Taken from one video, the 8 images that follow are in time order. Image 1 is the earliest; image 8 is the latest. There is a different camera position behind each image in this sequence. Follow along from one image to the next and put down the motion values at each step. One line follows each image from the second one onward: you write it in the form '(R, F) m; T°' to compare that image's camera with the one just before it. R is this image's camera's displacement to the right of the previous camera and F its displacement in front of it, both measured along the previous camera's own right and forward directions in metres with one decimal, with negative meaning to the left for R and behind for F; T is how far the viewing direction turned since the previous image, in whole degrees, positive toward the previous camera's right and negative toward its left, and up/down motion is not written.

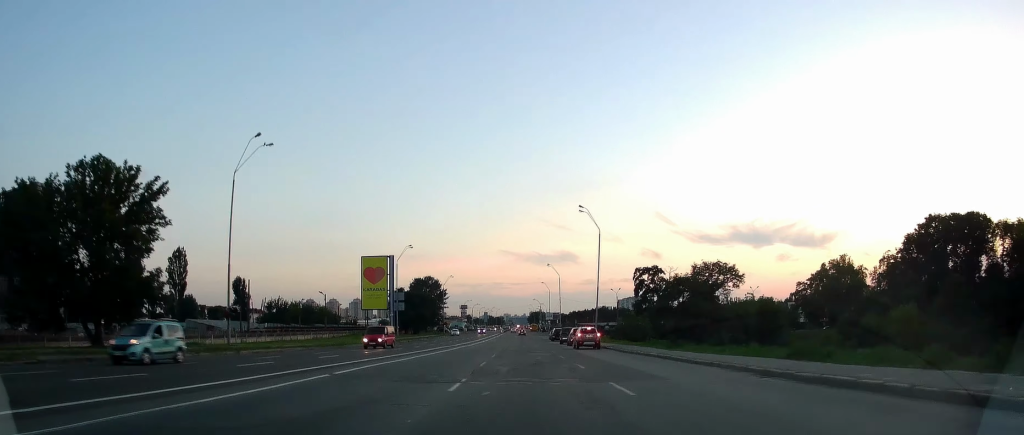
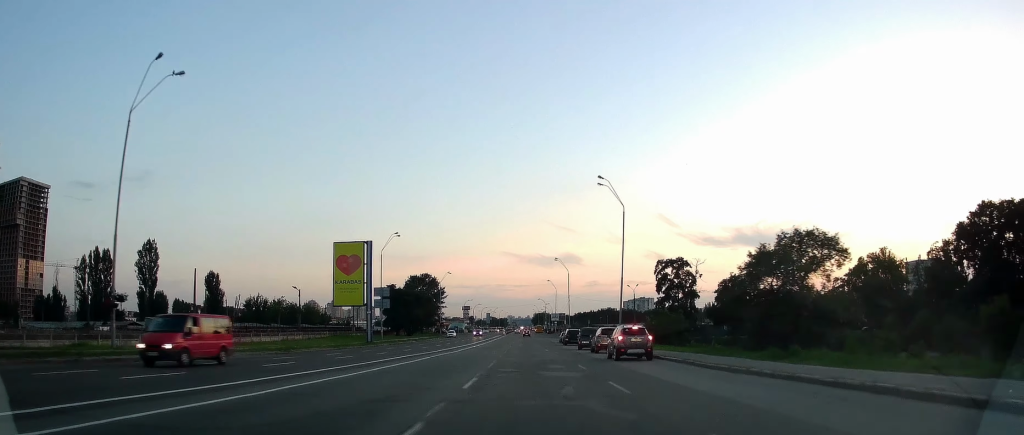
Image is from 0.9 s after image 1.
(-0.1, +16.4) m; 0°
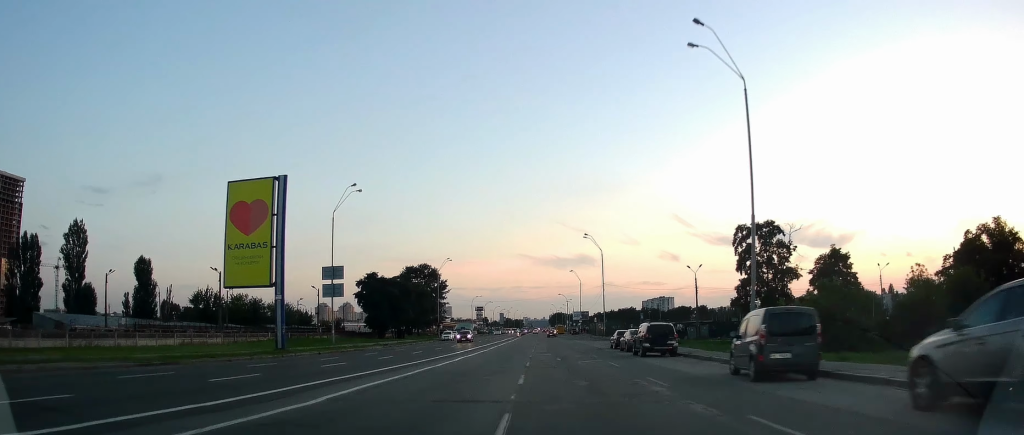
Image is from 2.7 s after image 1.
(-0.2, +33.4) m; 0°
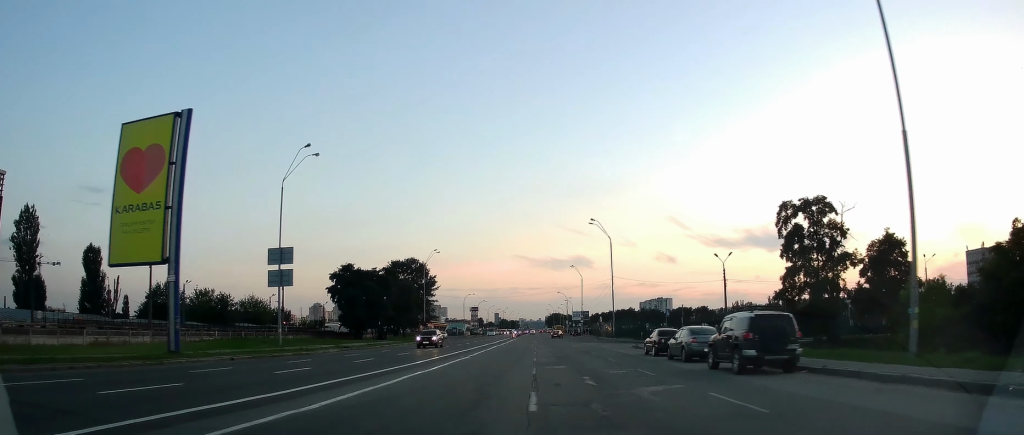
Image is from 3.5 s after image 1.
(-0.1, +15.3) m; 0°
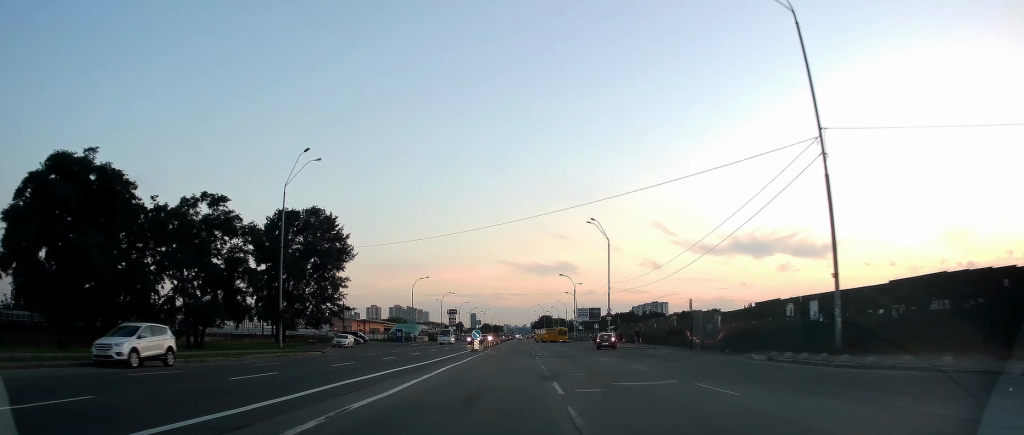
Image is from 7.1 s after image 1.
(+0.6, +67.1) m; 0°
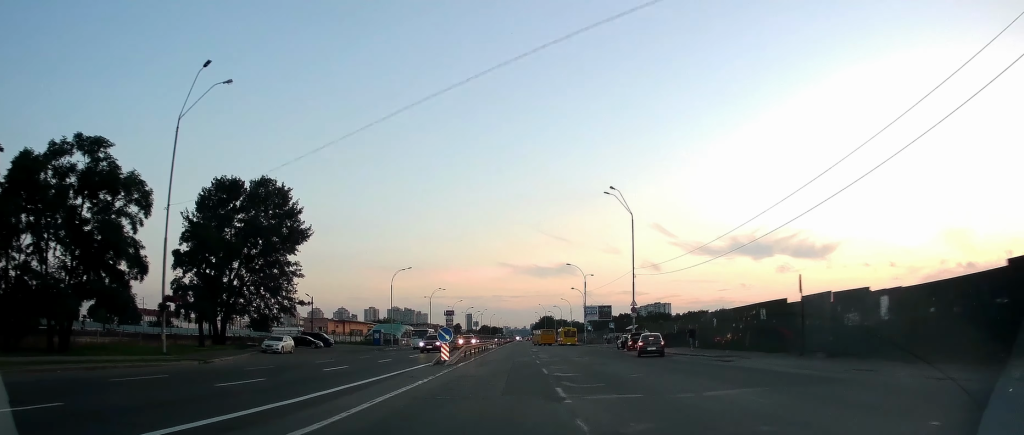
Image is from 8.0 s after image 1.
(-0.1, +18.5) m; 0°
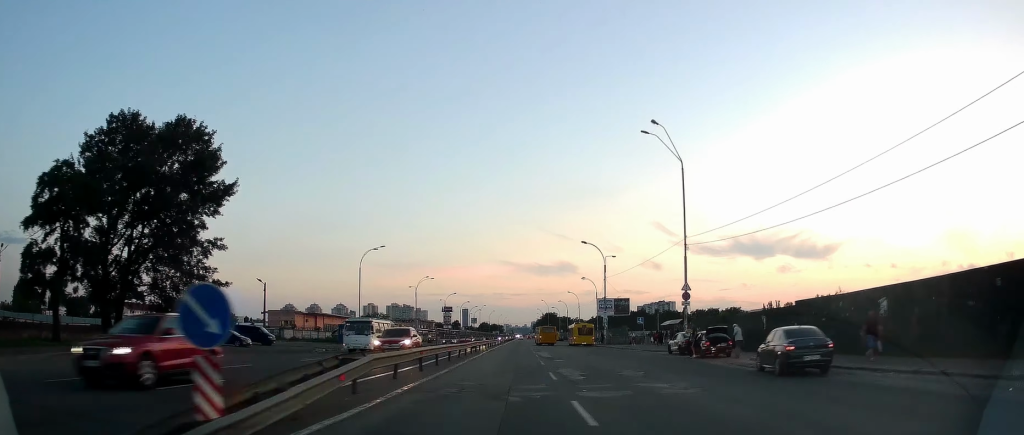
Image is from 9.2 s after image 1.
(+0.1, +22.4) m; 0°
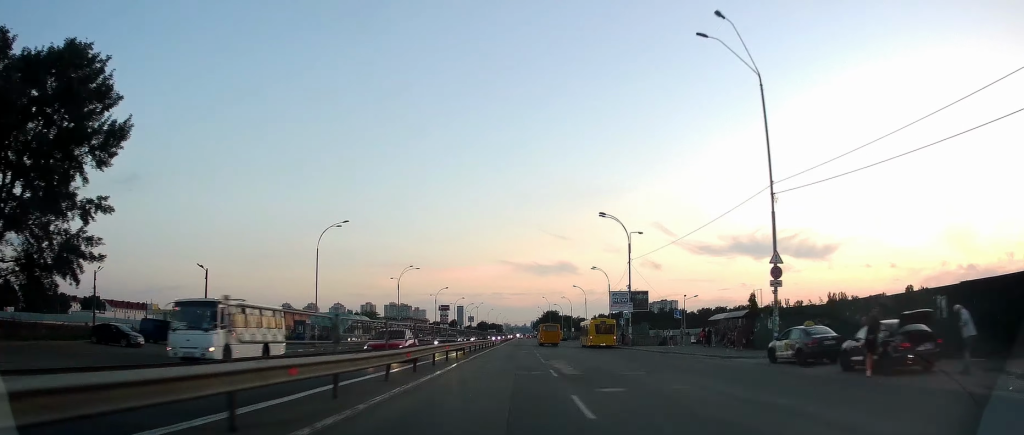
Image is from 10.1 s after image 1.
(0.0, +17.6) m; 0°
